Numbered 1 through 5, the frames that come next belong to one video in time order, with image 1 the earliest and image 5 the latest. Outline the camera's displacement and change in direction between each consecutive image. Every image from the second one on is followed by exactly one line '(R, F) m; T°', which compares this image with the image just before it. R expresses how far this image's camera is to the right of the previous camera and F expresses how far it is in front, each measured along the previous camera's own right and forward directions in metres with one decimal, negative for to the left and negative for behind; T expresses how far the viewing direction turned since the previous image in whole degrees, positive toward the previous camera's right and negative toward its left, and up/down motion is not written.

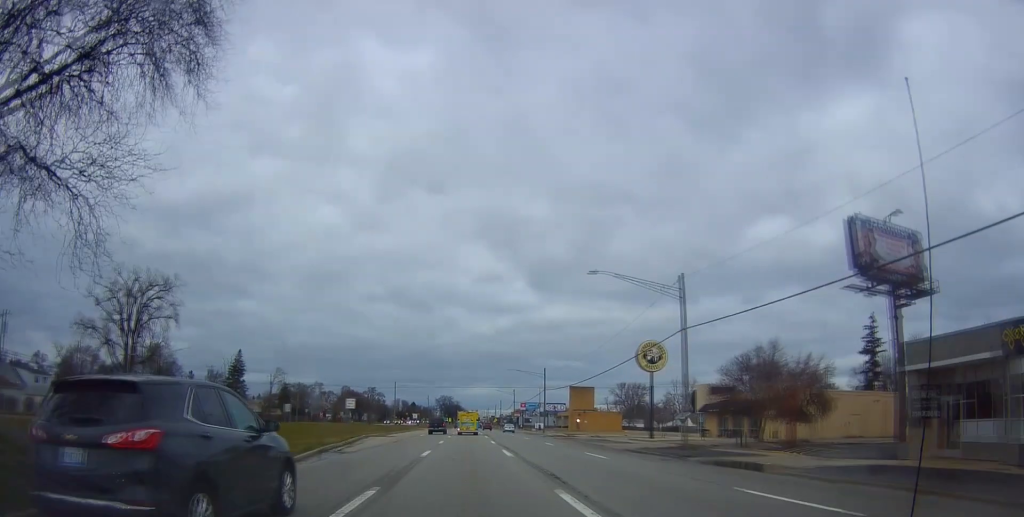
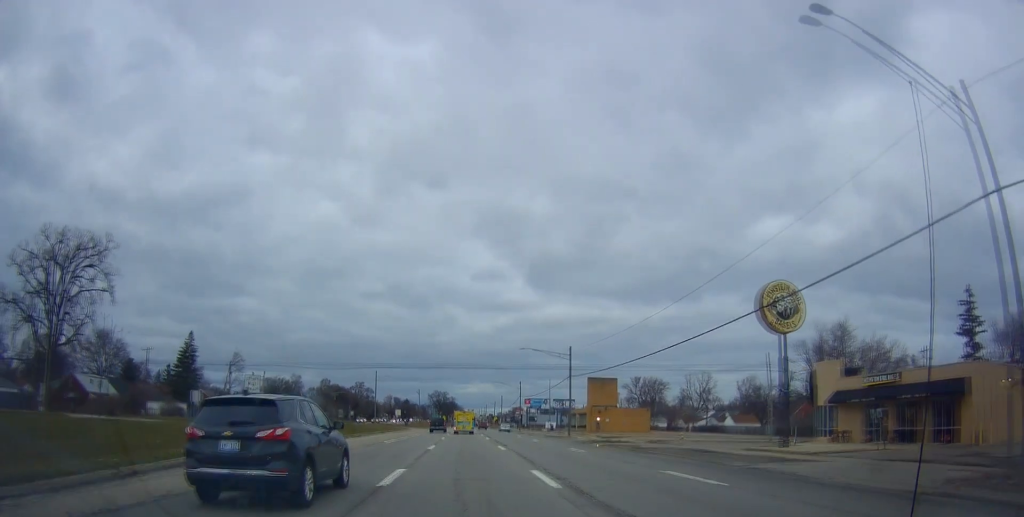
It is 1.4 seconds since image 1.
(-0.2, +25.9) m; -1°
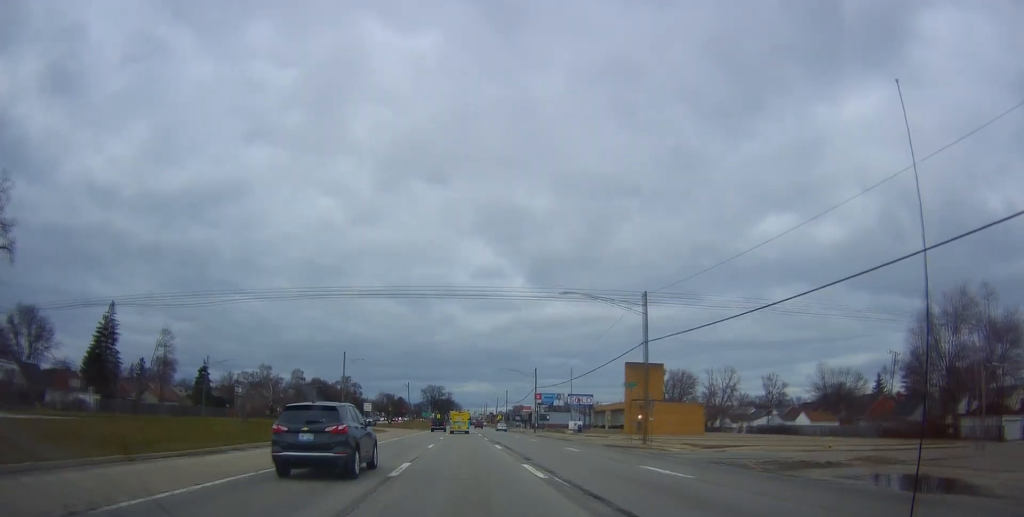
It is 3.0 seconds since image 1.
(+0.3, +30.3) m; 0°
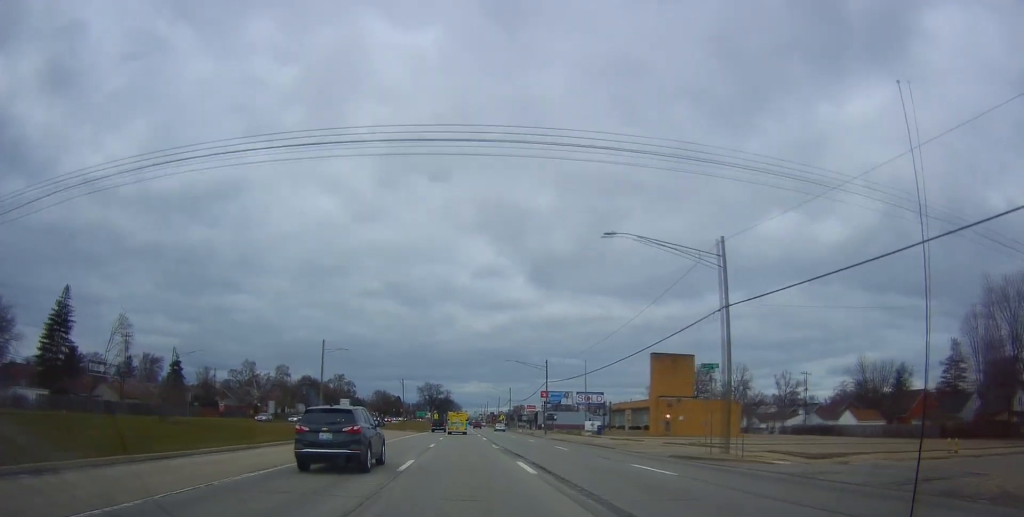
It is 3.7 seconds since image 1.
(-0.5, +13.4) m; 0°
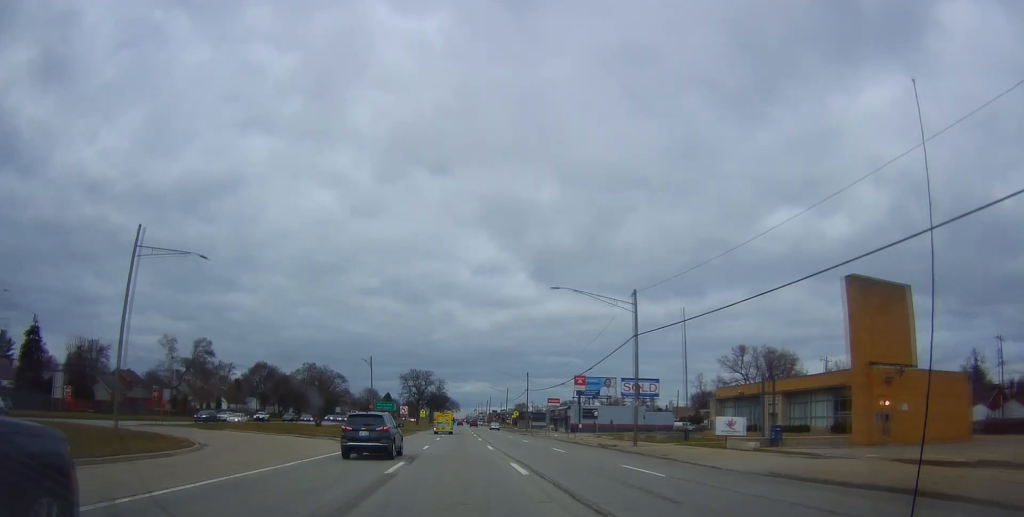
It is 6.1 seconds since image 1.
(+0.8, +45.7) m; +1°
